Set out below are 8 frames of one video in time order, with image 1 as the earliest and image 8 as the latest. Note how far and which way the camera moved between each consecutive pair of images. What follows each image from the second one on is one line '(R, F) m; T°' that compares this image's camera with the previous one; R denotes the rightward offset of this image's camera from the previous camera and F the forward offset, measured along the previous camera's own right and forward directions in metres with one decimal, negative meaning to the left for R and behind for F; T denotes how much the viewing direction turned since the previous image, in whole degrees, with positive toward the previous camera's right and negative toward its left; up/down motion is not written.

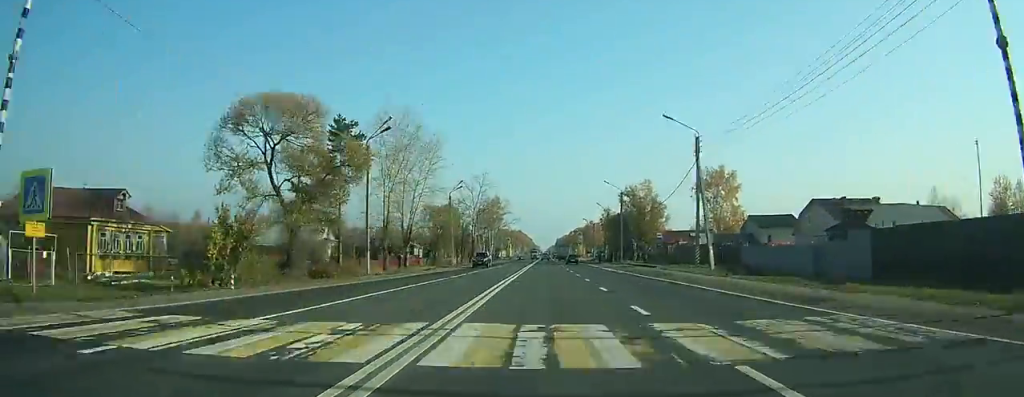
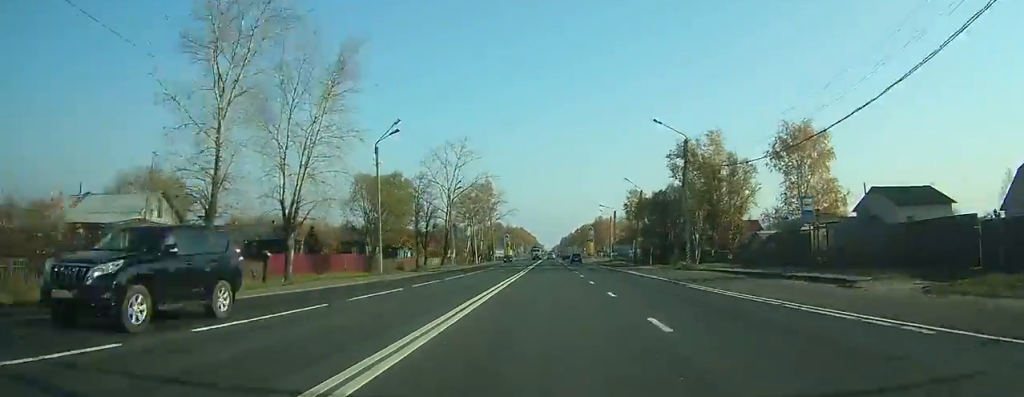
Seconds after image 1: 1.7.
(0.0, +34.9) m; 0°
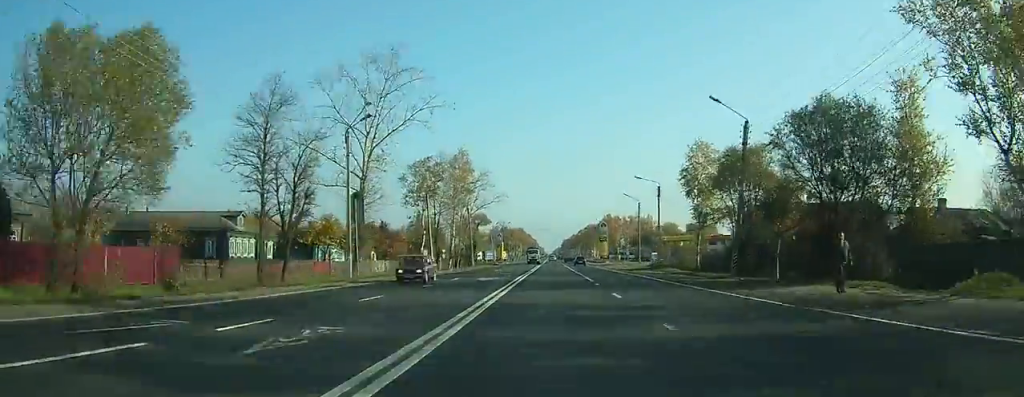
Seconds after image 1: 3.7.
(+0.1, +39.6) m; 0°
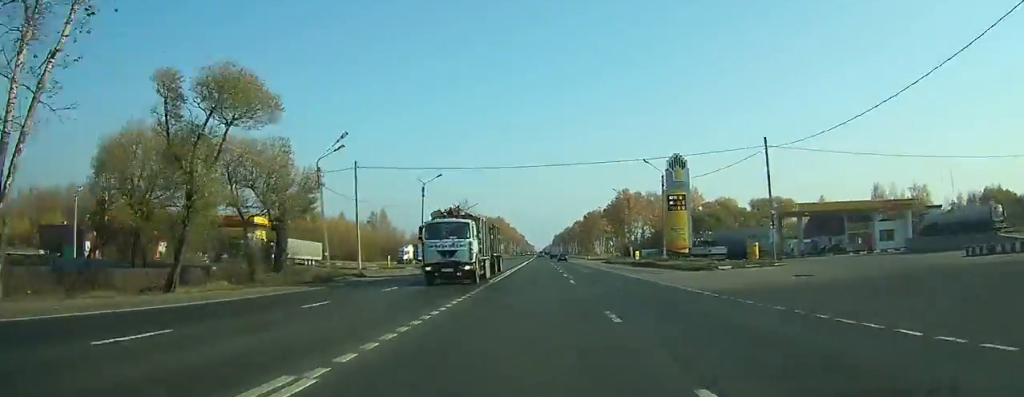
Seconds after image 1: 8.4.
(+0.8, +90.8) m; +1°
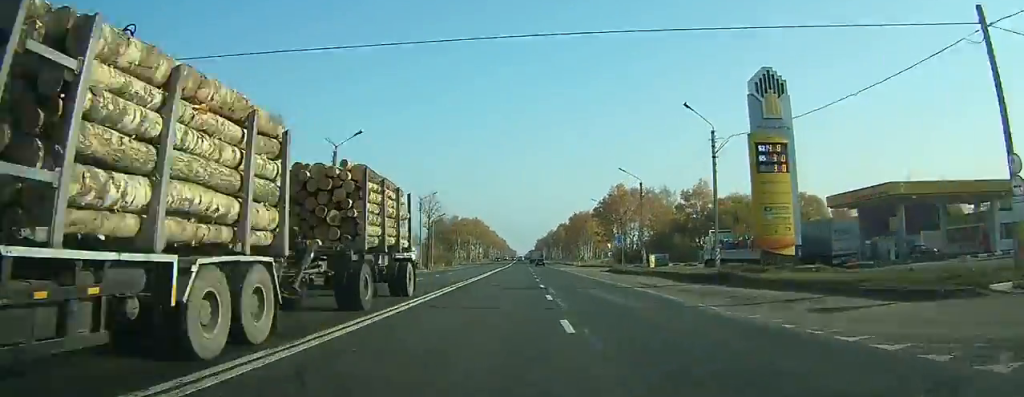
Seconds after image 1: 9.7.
(0.0, +25.8) m; +1°
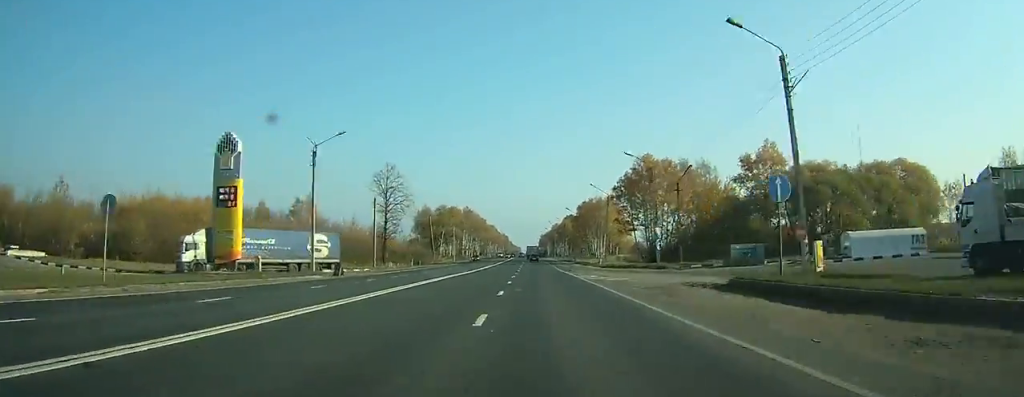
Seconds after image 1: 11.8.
(+0.4, +40.2) m; 0°
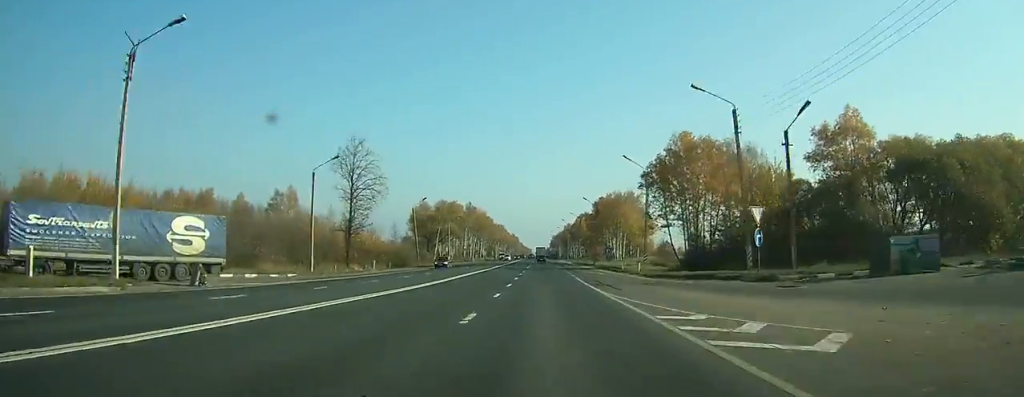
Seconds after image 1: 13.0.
(-0.1, +23.6) m; -1°
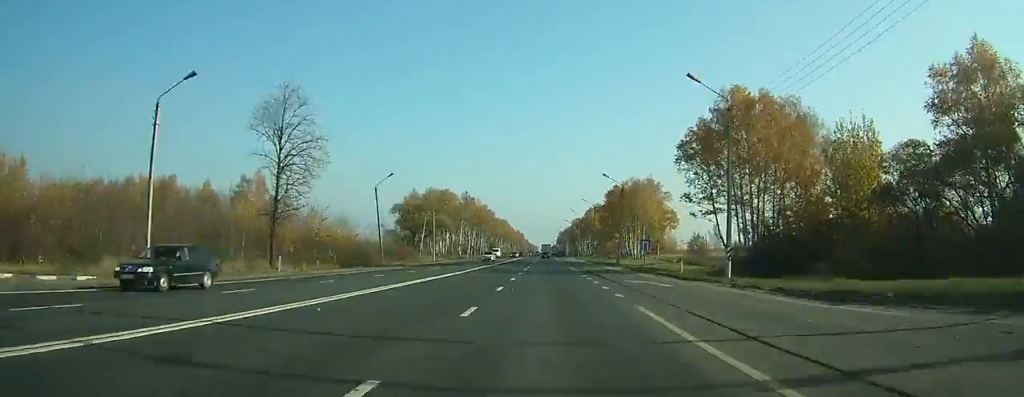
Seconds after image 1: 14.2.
(-0.2, +23.7) m; -1°
